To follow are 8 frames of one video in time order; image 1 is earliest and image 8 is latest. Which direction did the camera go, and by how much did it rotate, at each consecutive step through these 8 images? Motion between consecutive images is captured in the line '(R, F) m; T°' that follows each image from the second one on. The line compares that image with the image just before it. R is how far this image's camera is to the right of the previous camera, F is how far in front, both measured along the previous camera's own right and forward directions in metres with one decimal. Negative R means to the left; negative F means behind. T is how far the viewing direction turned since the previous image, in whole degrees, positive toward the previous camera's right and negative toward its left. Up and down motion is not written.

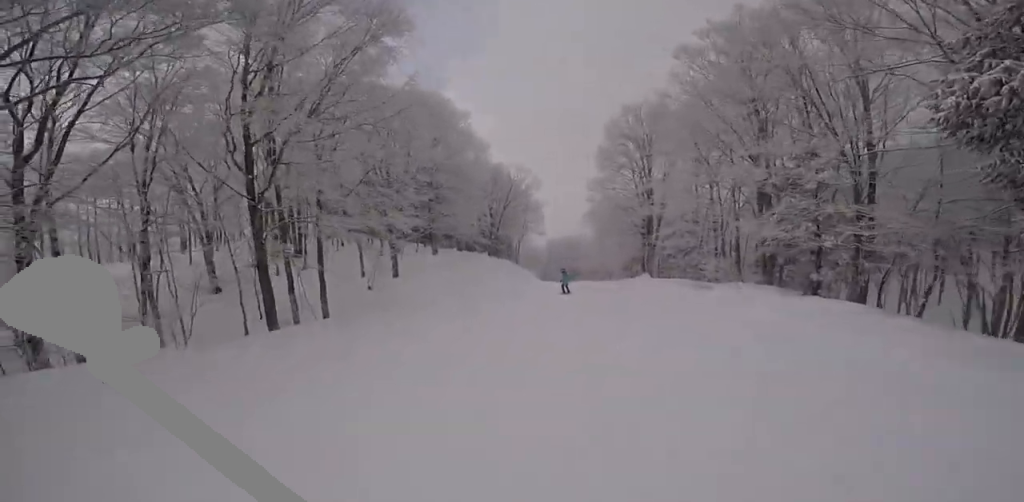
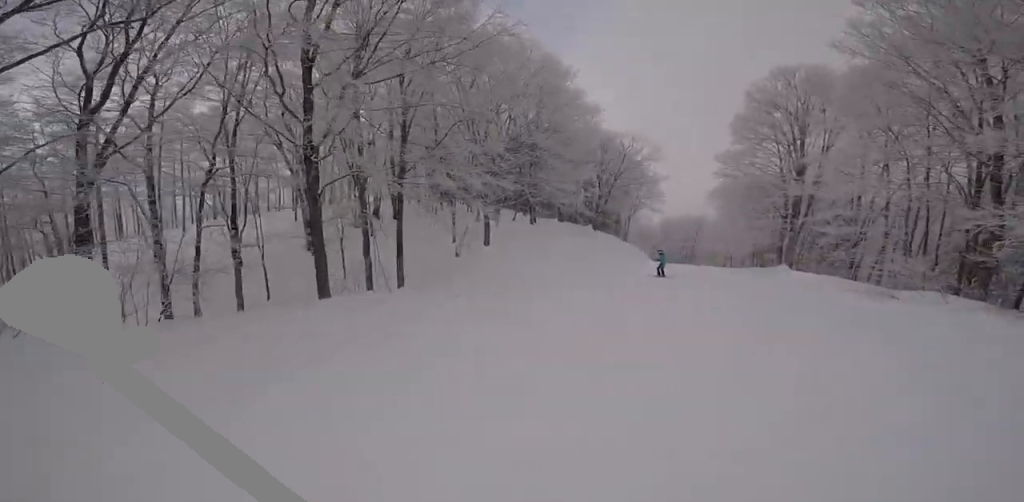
(+0.3, +3.2) m; +1°
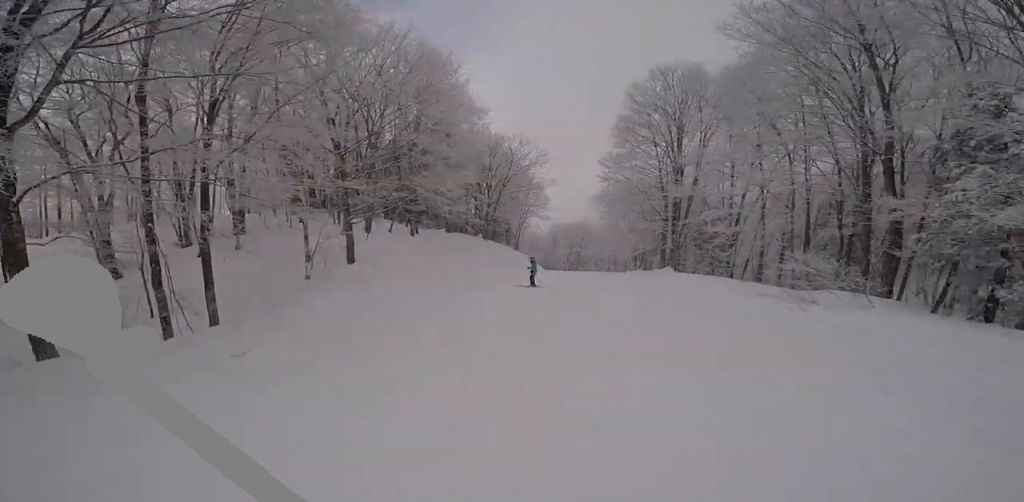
(+0.7, +3.4) m; -2°
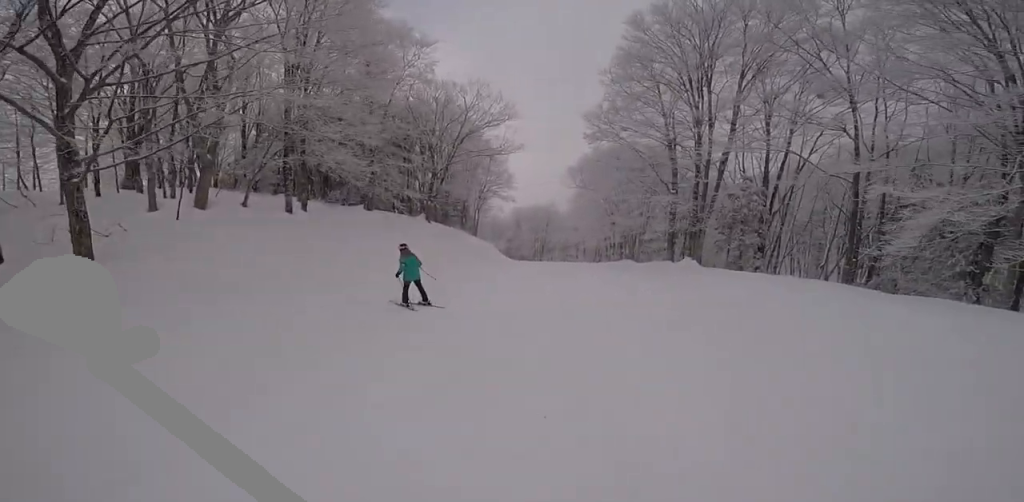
(-2.4, +11.3) m; -10°
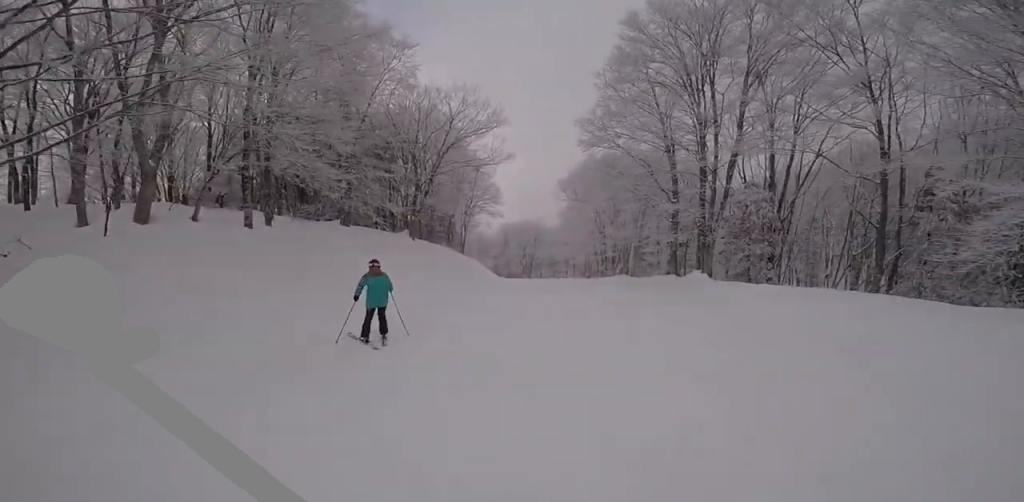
(-0.3, +2.4) m; +3°
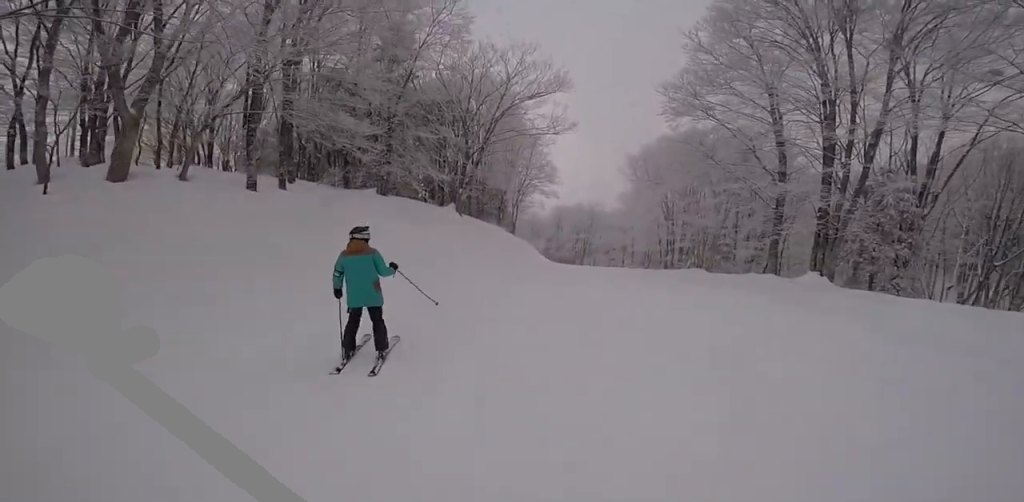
(+0.7, +3.6) m; 0°
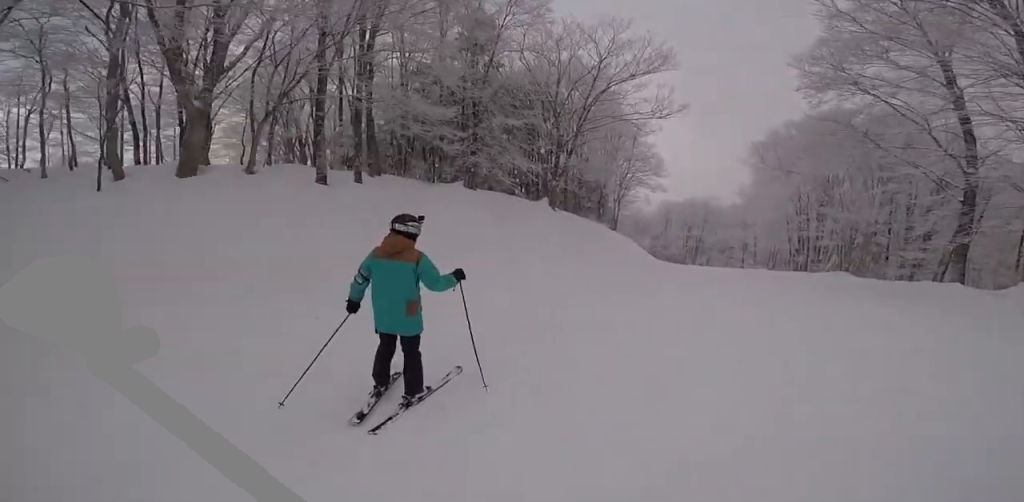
(-0.4, +2.2) m; +1°
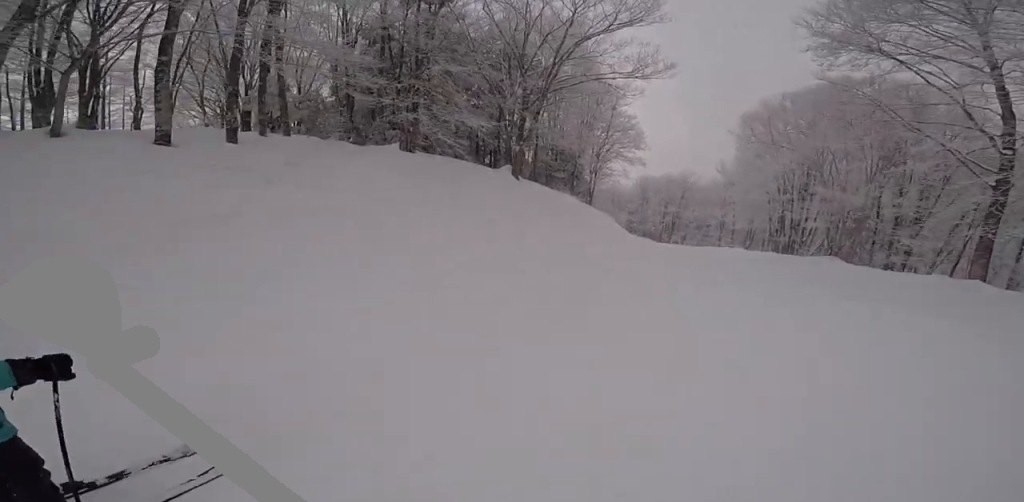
(+0.1, +3.3) m; +11°
